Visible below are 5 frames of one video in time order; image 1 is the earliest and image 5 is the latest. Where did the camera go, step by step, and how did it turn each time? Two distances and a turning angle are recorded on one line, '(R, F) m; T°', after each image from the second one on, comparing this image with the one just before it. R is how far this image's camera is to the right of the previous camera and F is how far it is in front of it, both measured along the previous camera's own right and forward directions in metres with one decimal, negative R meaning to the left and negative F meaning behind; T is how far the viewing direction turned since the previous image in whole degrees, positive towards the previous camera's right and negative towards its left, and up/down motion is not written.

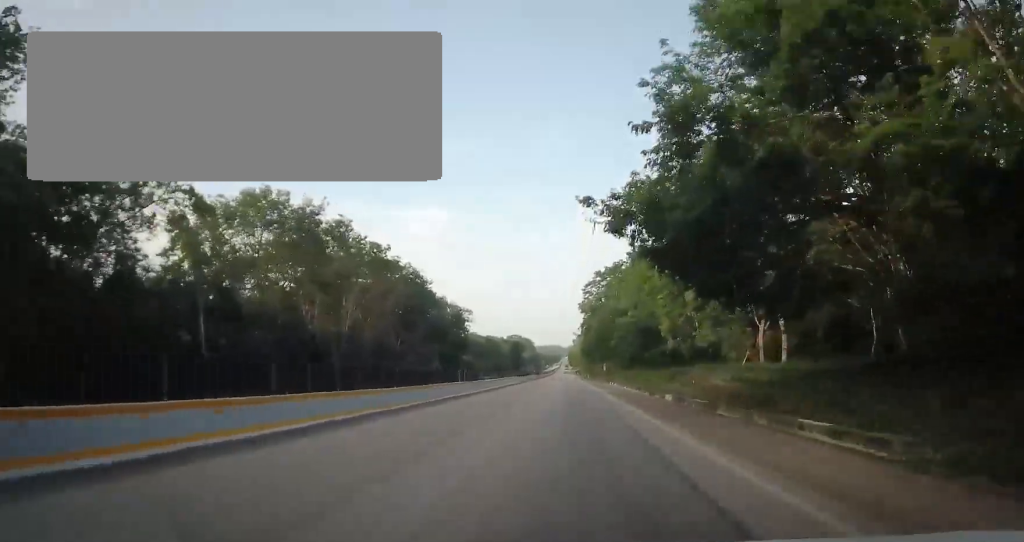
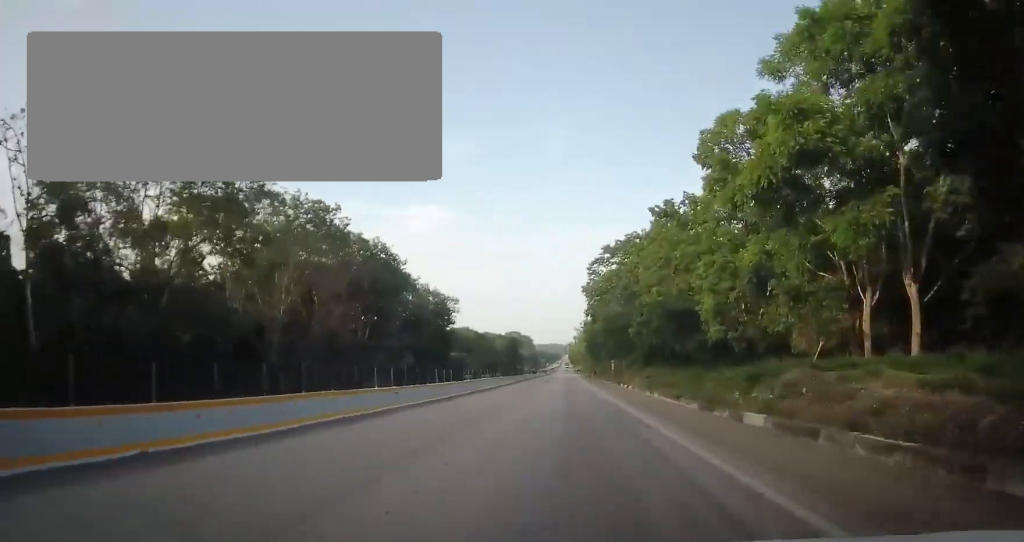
(-0.6, +15.8) m; 0°
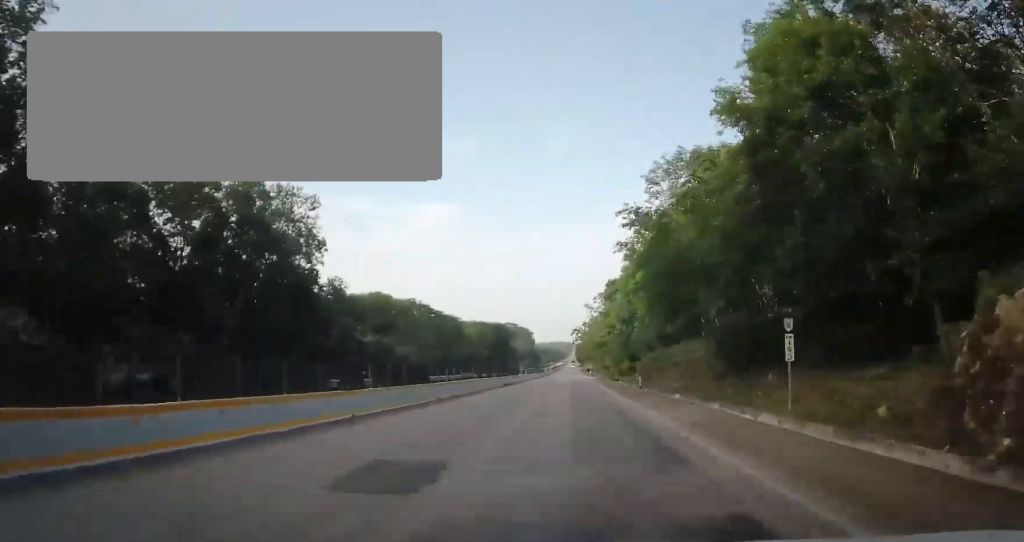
(+0.6, +62.3) m; +1°
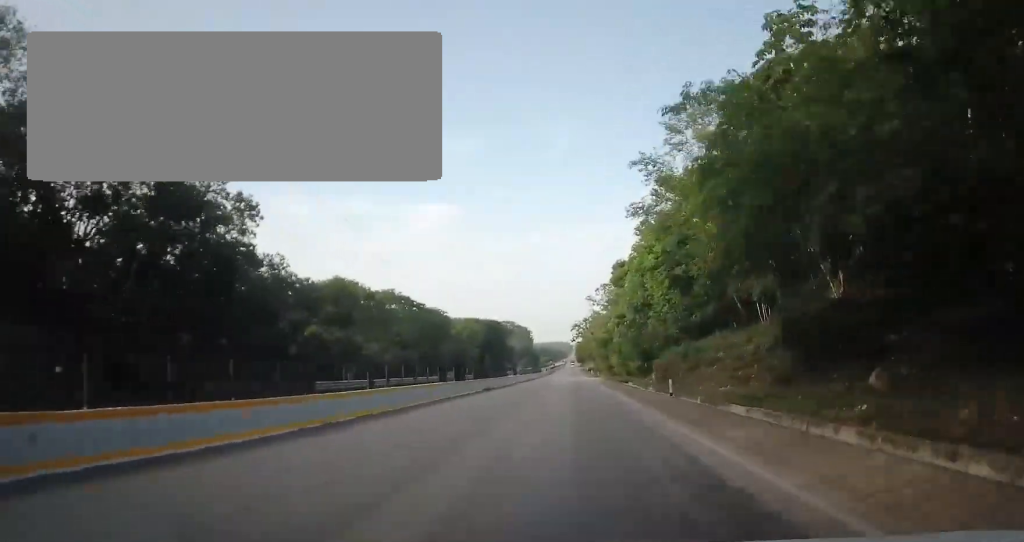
(0.0, +12.1) m; 0°
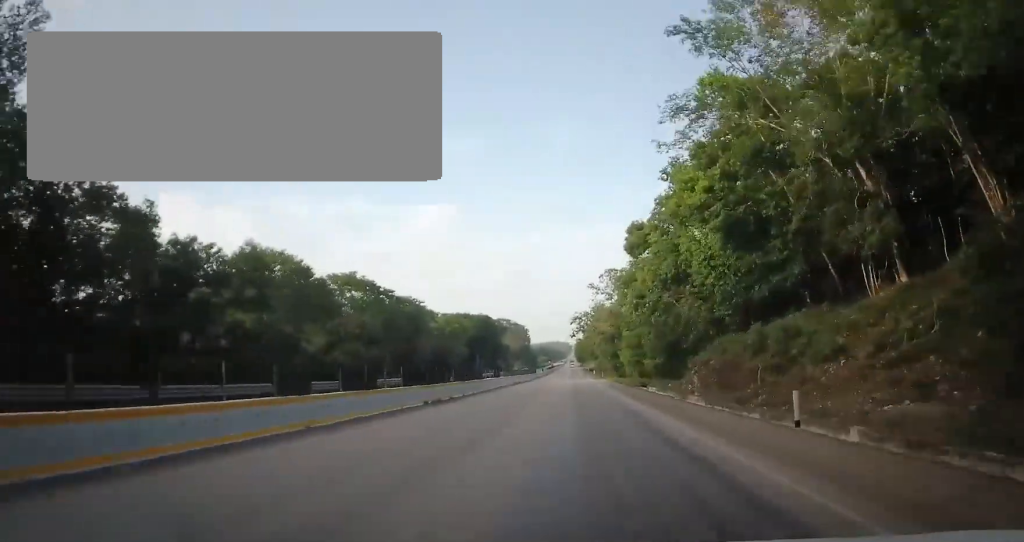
(-0.3, +16.0) m; 0°
